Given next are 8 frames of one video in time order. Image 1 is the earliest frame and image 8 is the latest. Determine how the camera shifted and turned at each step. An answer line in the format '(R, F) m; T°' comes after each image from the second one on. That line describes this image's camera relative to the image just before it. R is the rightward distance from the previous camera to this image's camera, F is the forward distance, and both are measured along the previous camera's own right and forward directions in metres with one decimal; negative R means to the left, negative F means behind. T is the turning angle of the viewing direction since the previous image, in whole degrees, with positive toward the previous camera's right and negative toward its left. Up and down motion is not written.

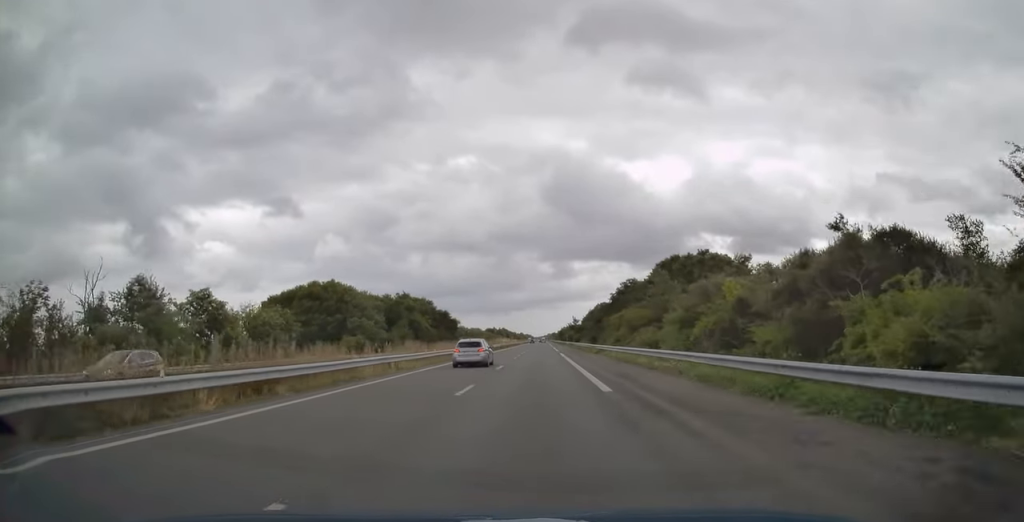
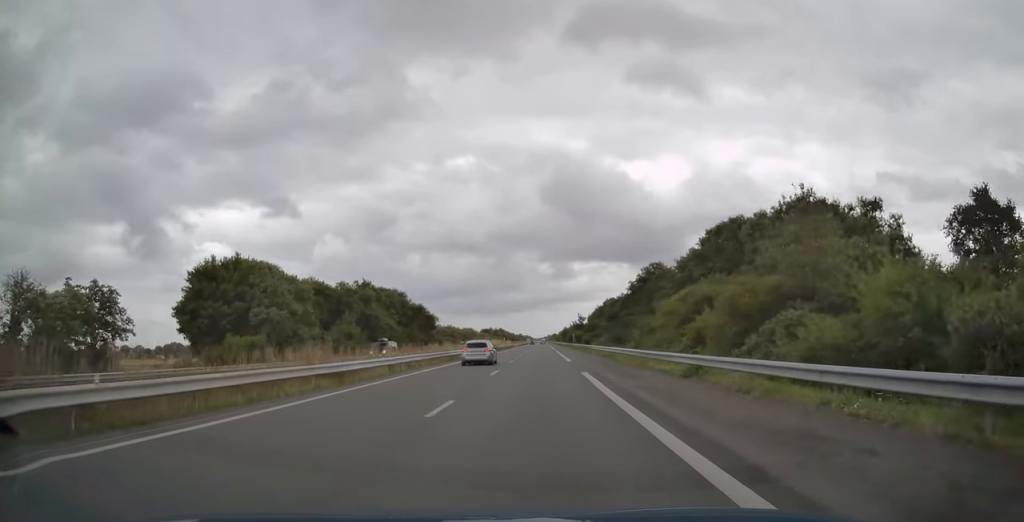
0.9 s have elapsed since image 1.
(+0.1, +30.1) m; 0°
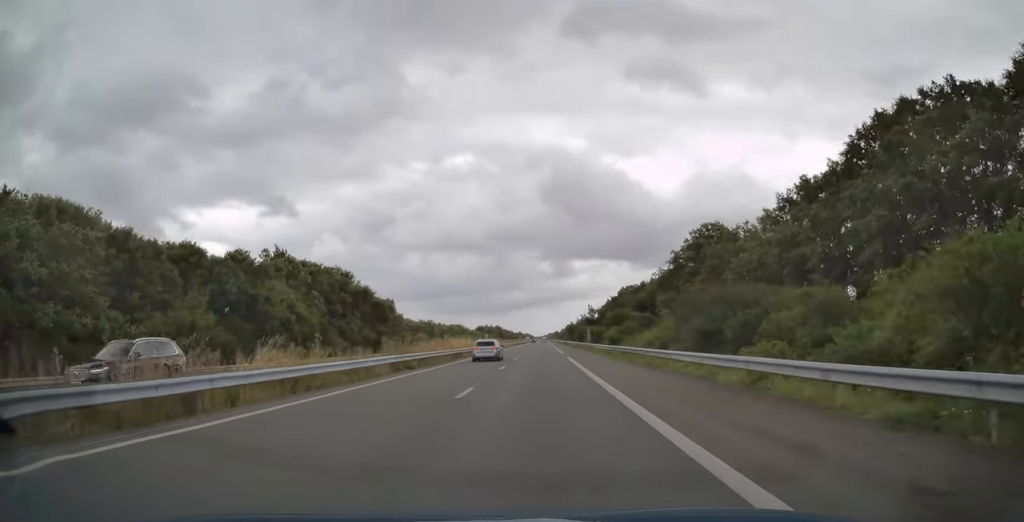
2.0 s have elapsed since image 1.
(+0.2, +35.9) m; 0°
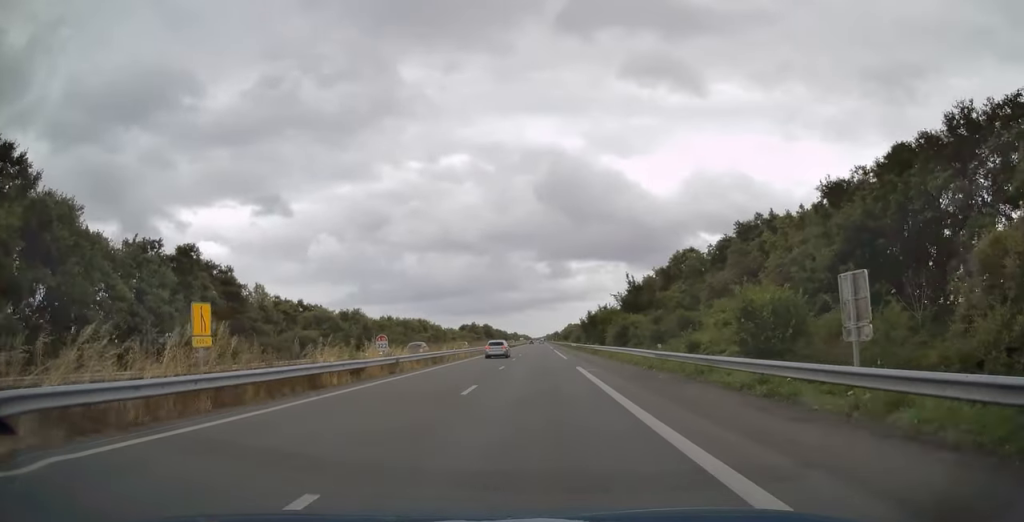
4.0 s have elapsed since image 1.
(0.0, +64.3) m; 0°
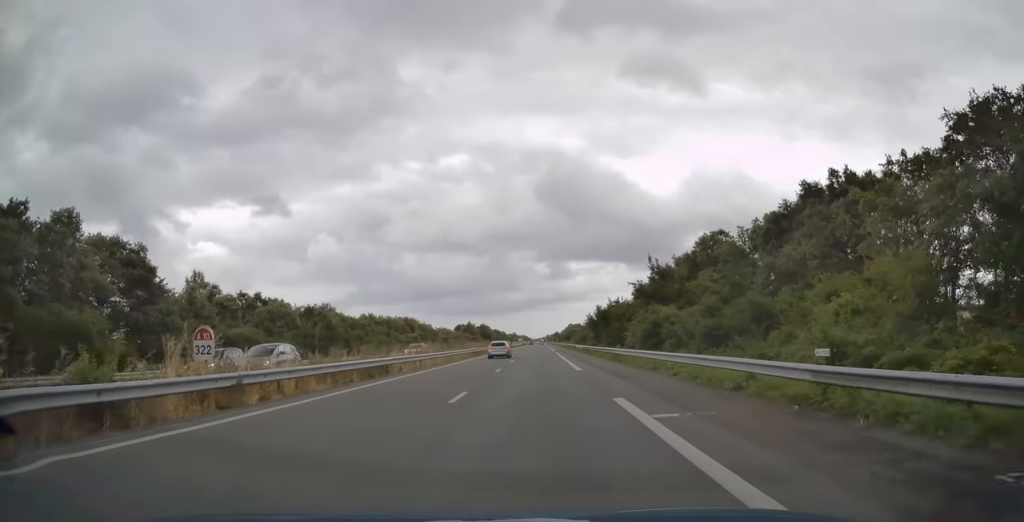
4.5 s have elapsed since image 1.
(-0.2, +15.0) m; 0°
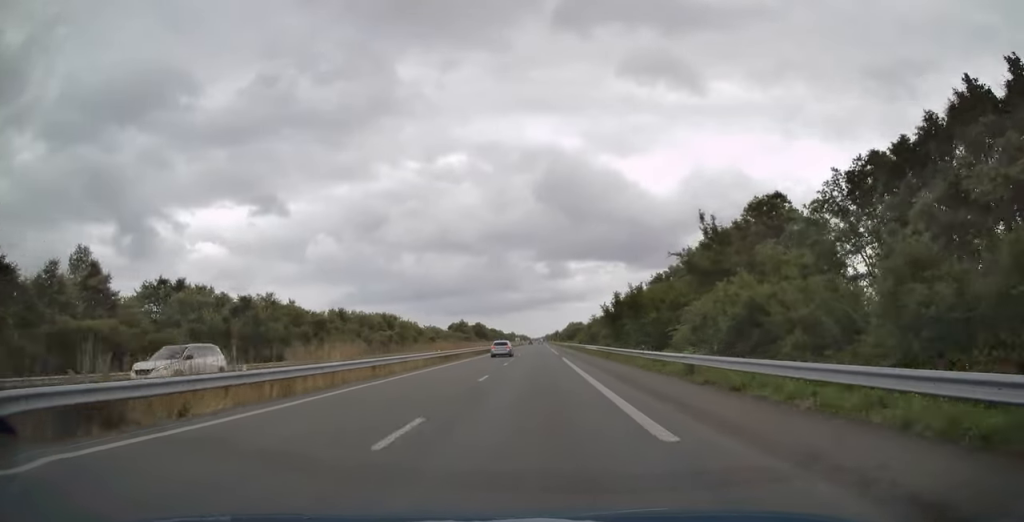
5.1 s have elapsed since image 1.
(+0.1, +18.7) m; 0°
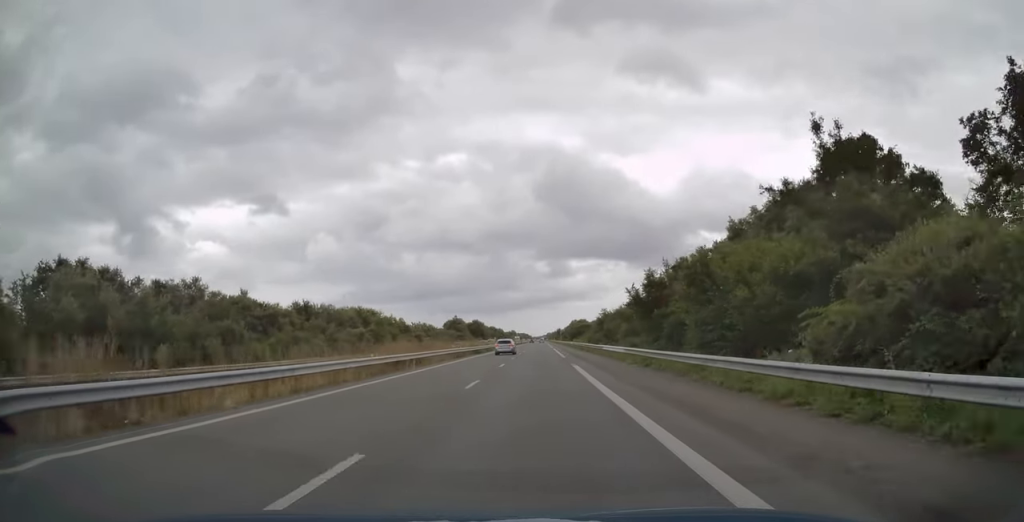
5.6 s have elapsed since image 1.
(+0.2, +16.6) m; 0°
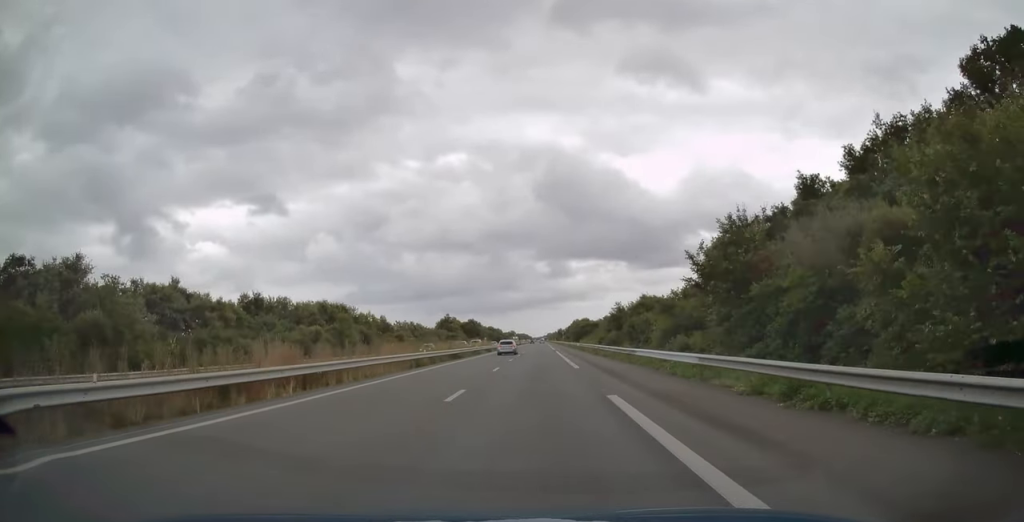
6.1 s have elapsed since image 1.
(-0.2, +16.6) m; 0°
